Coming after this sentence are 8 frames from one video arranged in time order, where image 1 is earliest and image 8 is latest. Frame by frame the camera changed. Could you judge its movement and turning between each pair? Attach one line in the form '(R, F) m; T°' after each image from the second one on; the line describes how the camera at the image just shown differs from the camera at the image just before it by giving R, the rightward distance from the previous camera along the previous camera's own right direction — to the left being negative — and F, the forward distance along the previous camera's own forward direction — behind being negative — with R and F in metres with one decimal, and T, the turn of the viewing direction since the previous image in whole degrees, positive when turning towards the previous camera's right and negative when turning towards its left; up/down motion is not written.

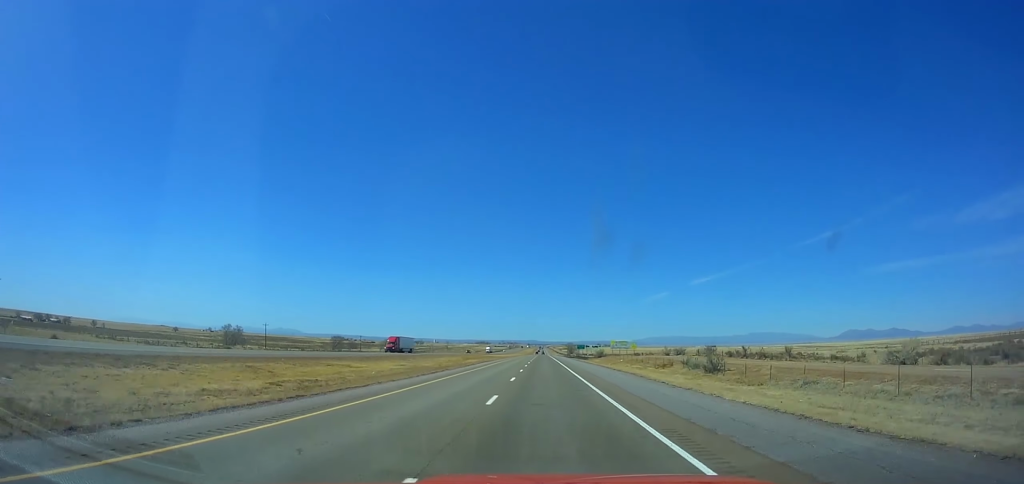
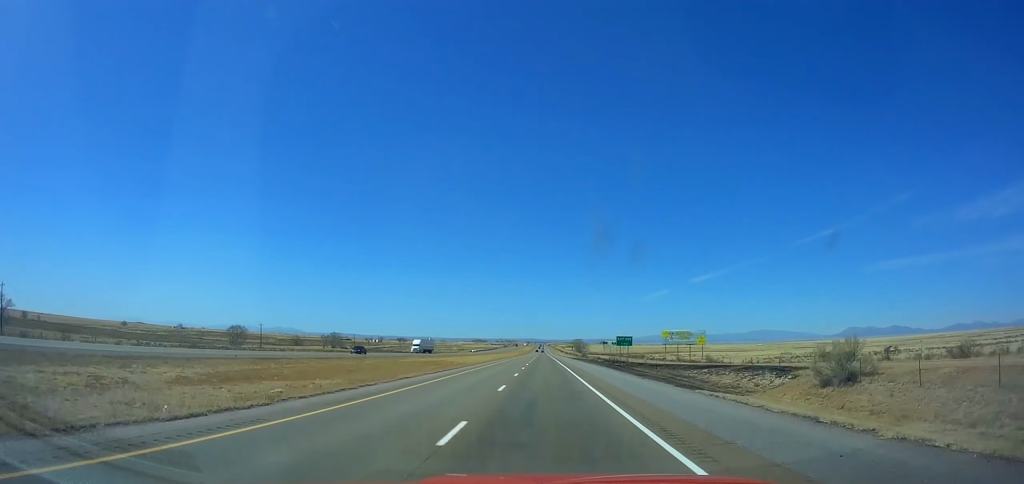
(0.0, +117.5) m; 0°
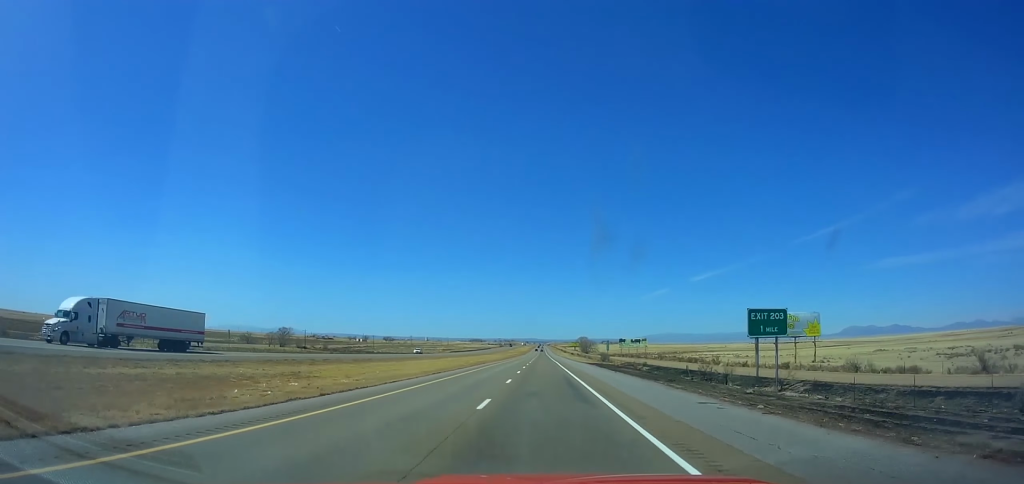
(0.0, +67.7) m; 0°
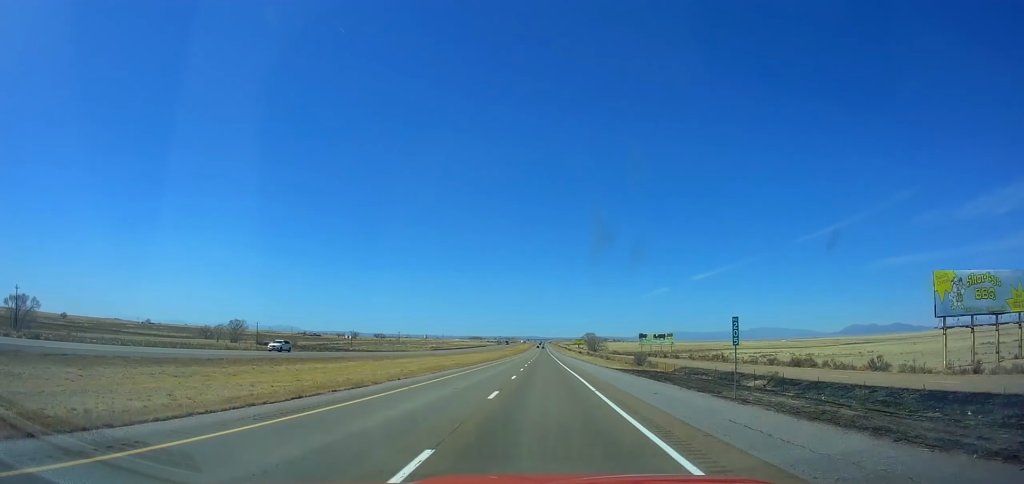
(0.0, +46.4) m; 0°
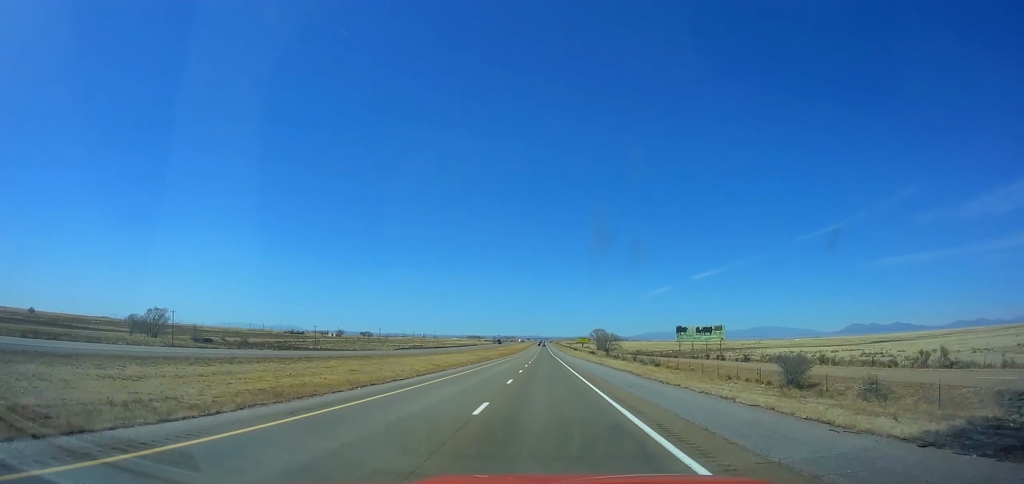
(+0.1, +53.4) m; 0°
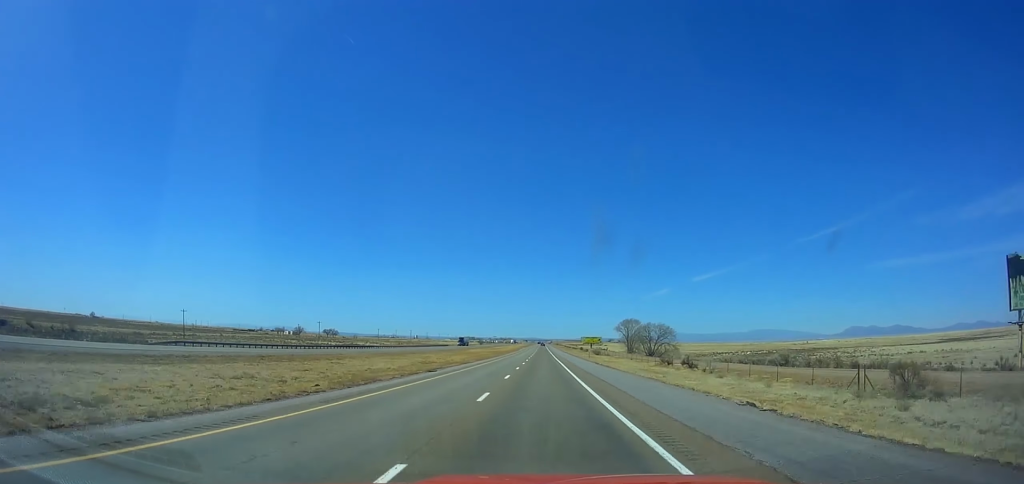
(-0.8, +106.8) m; 0°
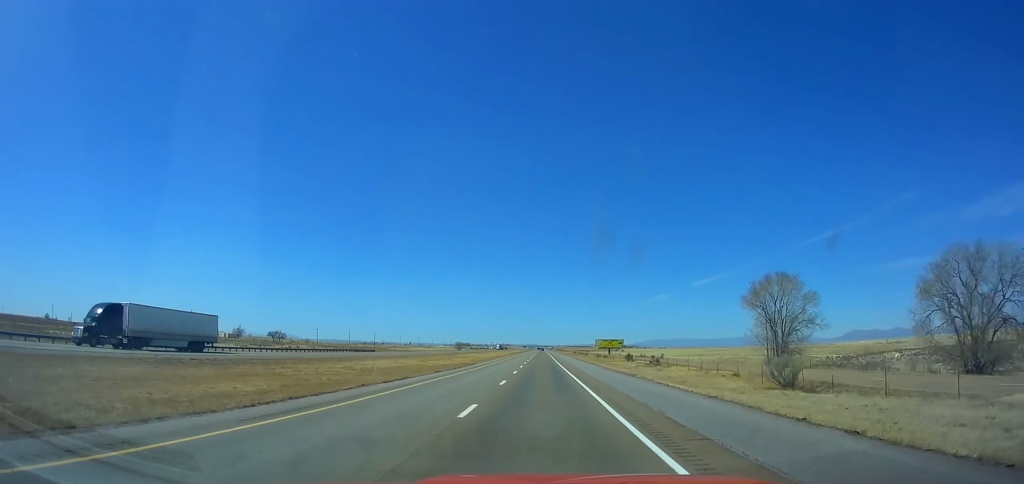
(+0.7, +113.7) m; 0°
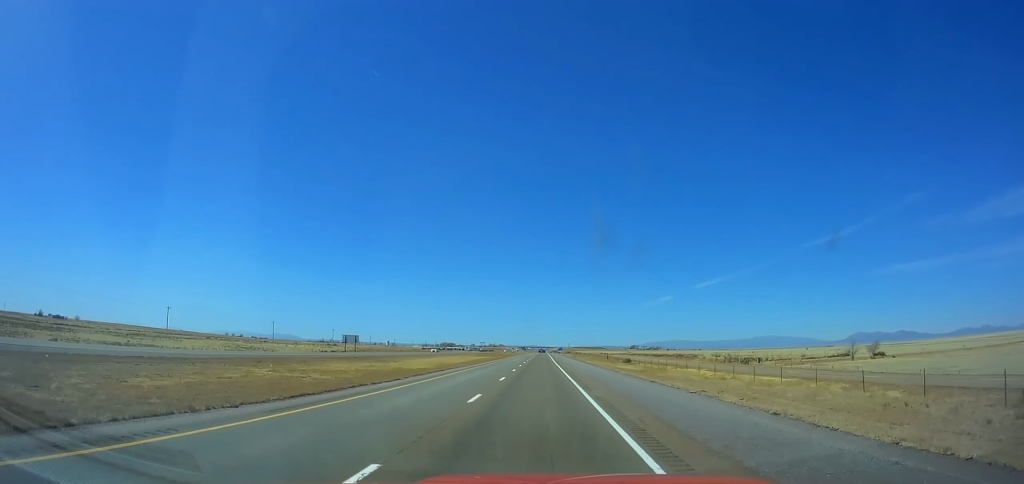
(+0.3, +326.7) m; 0°
